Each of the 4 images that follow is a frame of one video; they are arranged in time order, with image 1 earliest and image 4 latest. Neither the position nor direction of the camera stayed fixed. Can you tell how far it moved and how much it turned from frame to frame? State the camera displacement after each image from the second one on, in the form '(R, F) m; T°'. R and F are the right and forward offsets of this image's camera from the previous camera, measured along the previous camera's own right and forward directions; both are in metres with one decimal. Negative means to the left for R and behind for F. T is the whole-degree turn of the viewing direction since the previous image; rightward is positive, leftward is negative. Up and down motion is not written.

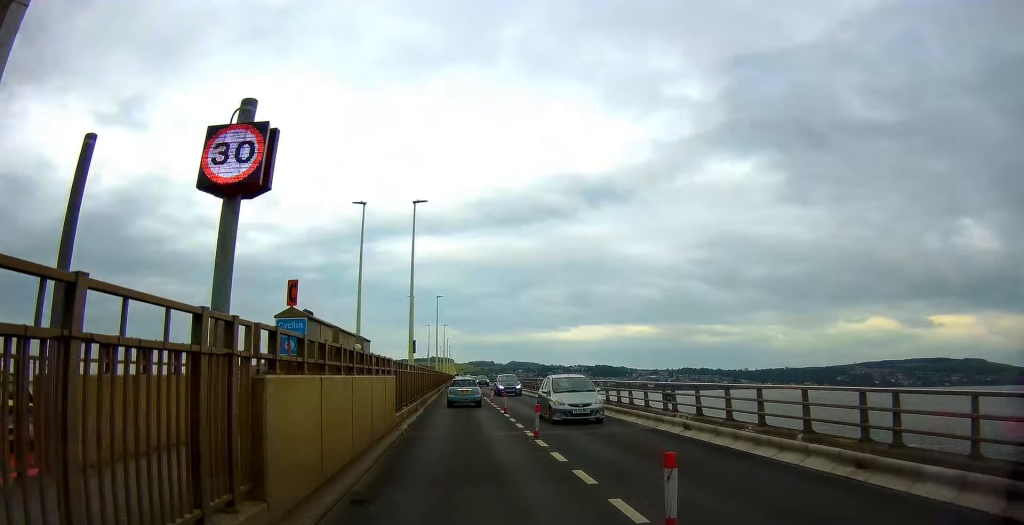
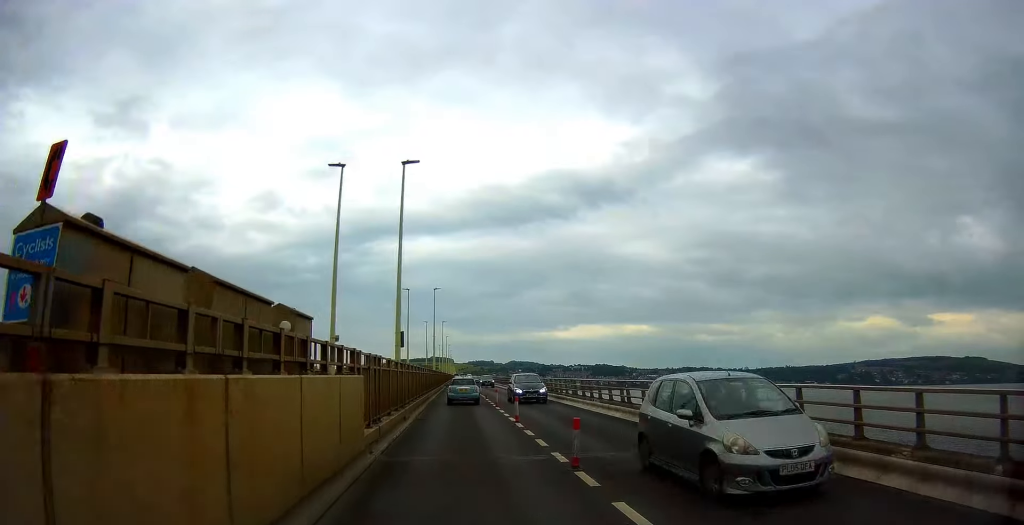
(+0.1, +4.7) m; +1°
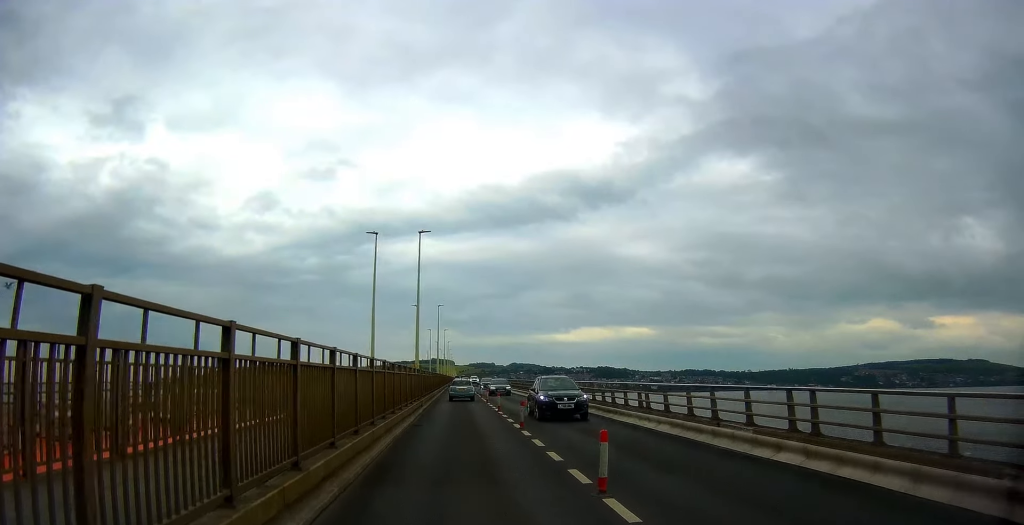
(-0.6, +20.2) m; -1°
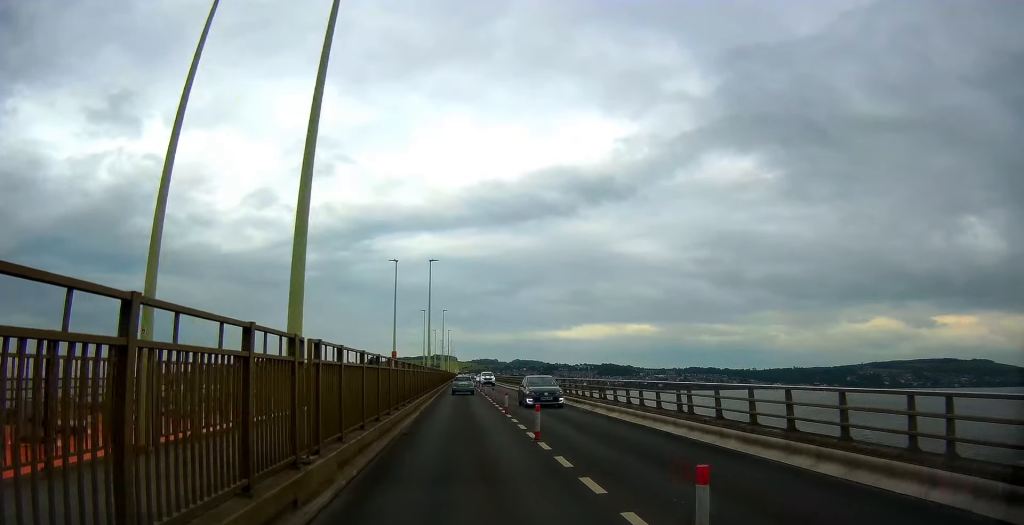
(+0.6, +20.5) m; +2°
